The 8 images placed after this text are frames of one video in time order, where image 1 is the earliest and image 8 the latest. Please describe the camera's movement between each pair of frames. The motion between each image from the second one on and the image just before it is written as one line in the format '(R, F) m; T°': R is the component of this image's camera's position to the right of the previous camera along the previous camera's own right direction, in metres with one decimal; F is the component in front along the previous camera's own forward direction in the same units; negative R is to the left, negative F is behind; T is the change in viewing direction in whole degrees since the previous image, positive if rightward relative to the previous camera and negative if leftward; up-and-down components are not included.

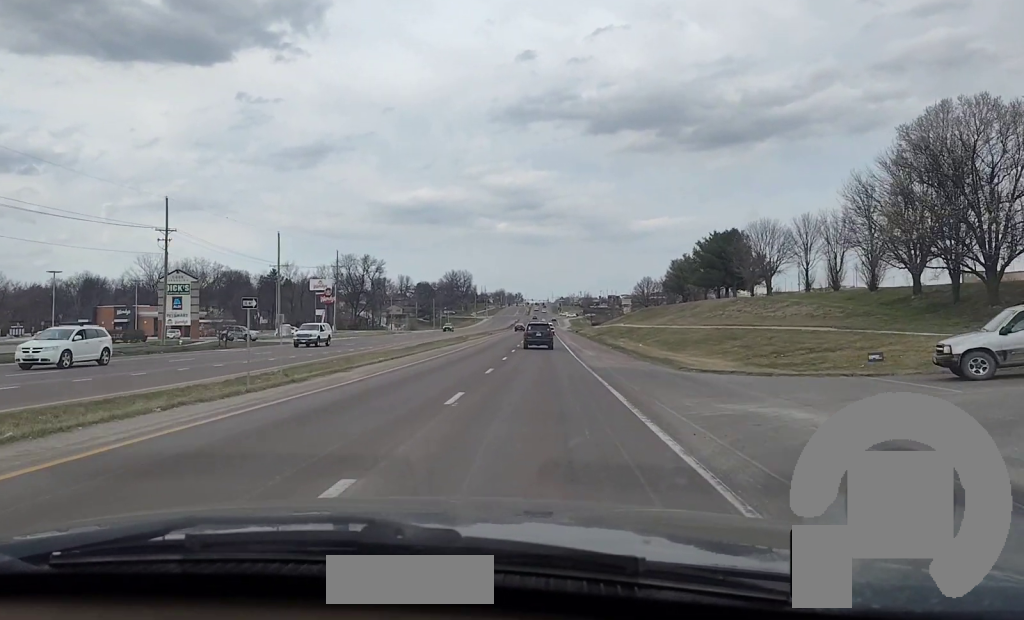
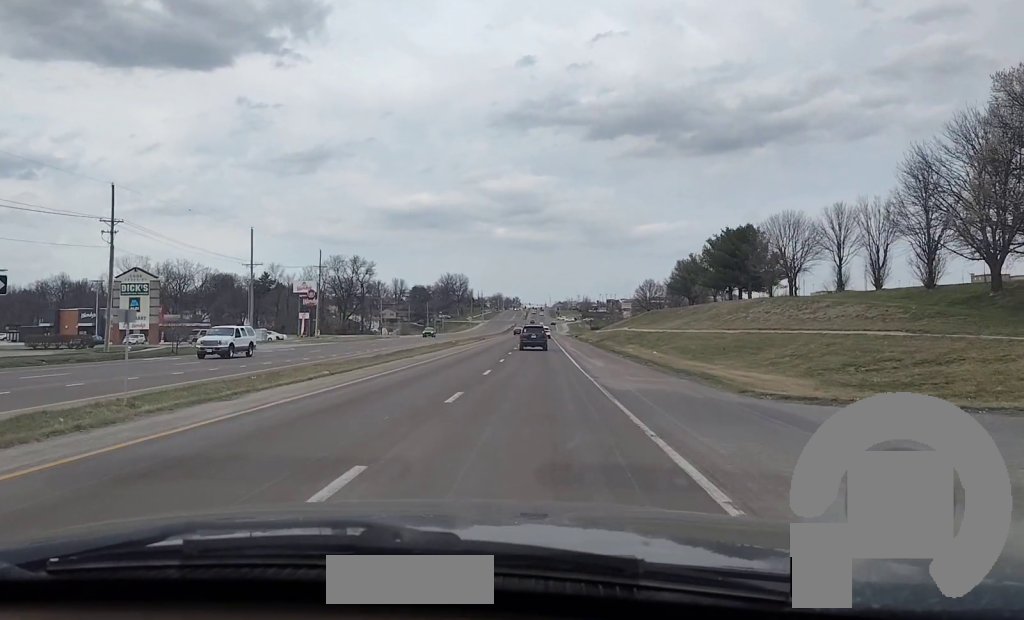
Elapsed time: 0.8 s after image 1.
(0.0, +10.7) m; 0°
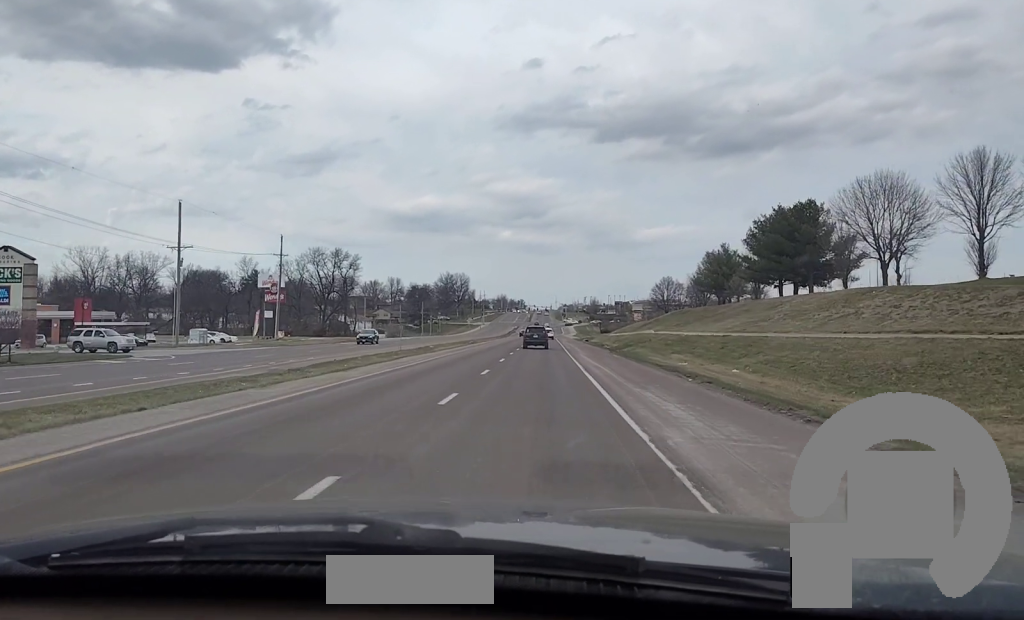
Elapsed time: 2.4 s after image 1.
(-0.1, +25.1) m; 0°
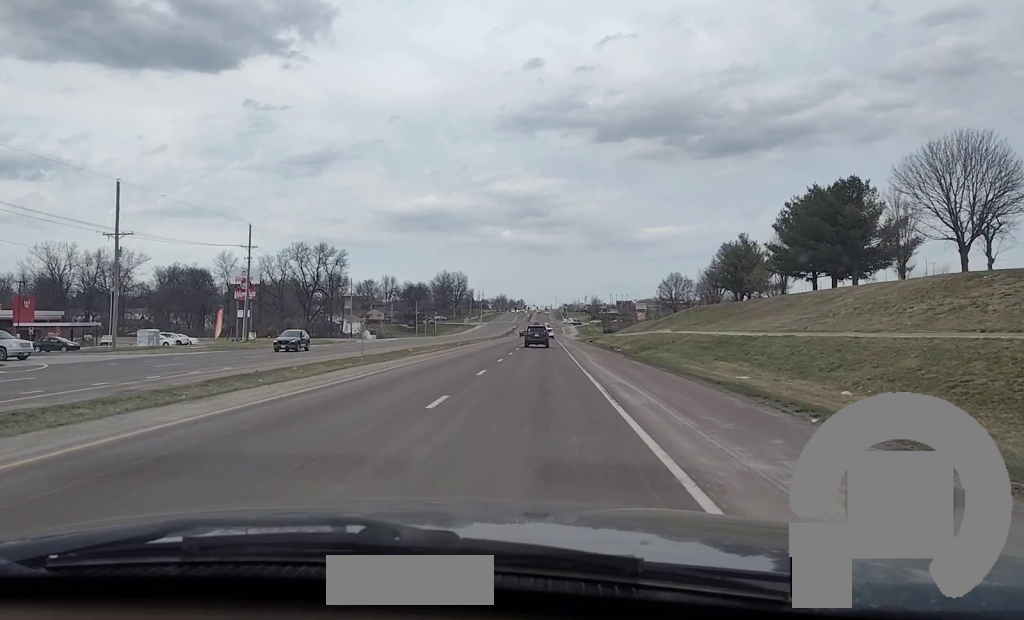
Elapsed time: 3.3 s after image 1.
(0.0, +13.5) m; 0°
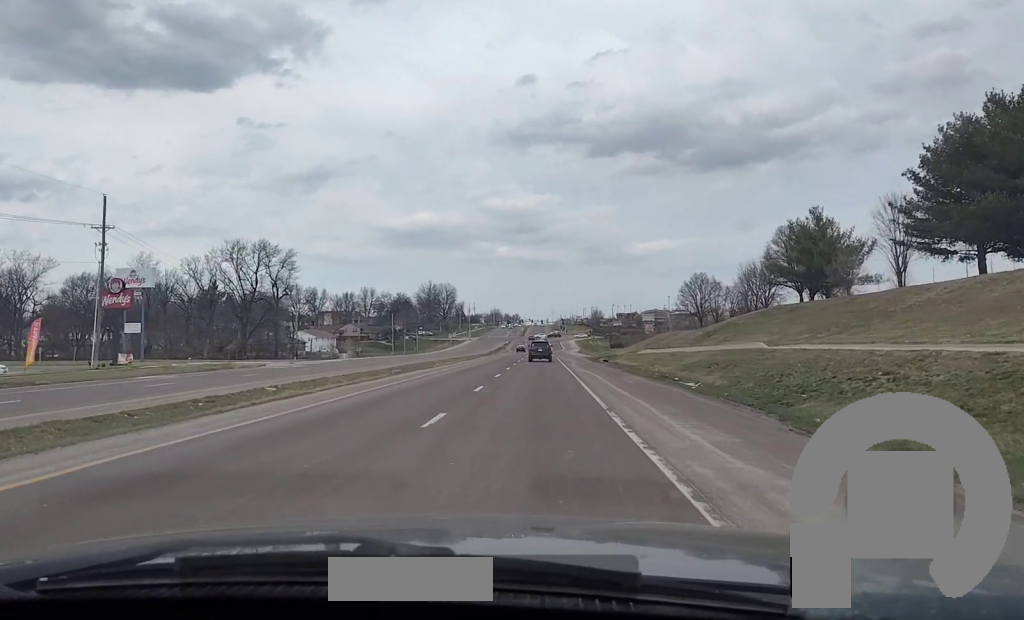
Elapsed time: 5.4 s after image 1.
(+0.1, +35.8) m; 0°
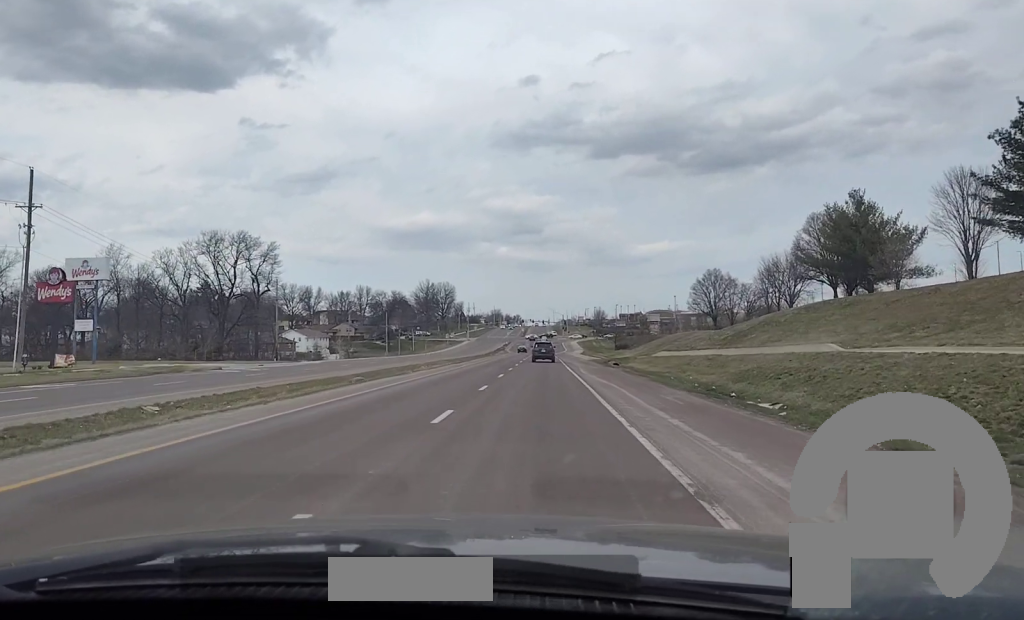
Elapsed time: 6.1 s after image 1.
(-0.1, +11.4) m; 0°
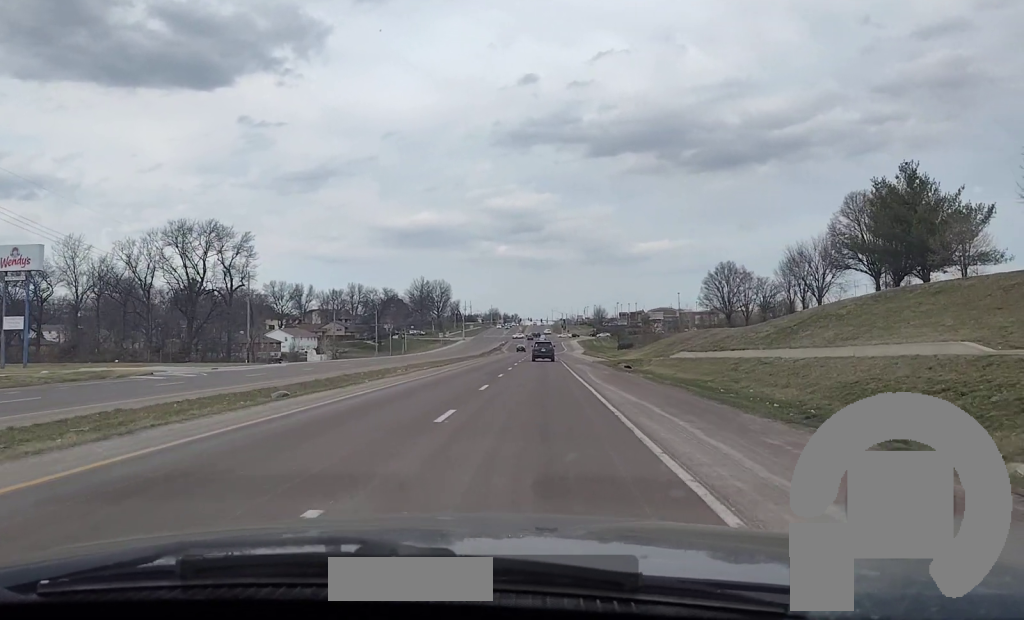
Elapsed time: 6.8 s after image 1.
(0.0, +12.0) m; 0°
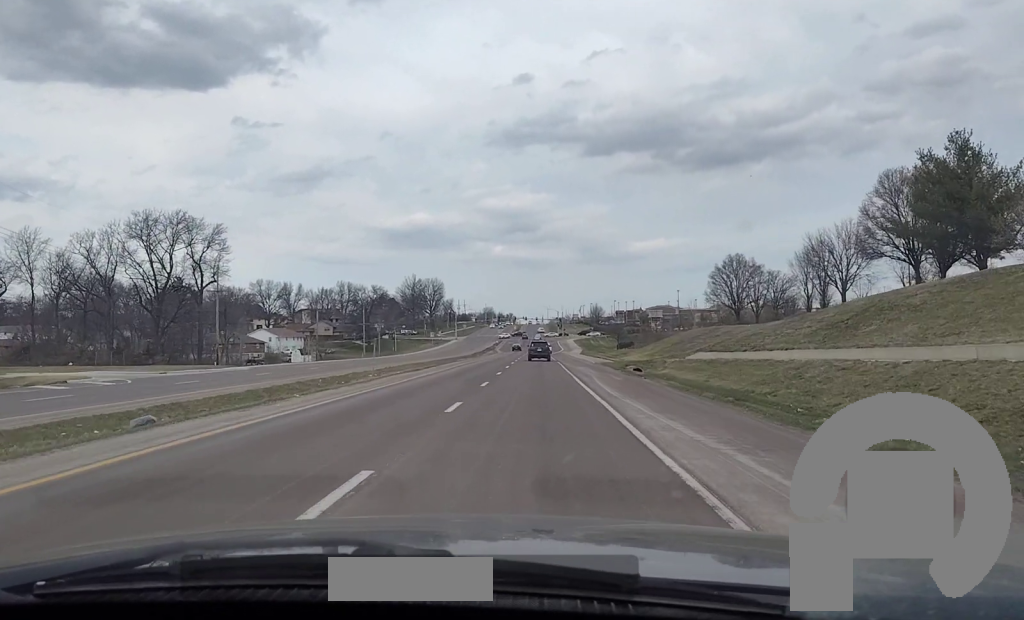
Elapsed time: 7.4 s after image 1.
(0.0, +9.7) m; 0°
